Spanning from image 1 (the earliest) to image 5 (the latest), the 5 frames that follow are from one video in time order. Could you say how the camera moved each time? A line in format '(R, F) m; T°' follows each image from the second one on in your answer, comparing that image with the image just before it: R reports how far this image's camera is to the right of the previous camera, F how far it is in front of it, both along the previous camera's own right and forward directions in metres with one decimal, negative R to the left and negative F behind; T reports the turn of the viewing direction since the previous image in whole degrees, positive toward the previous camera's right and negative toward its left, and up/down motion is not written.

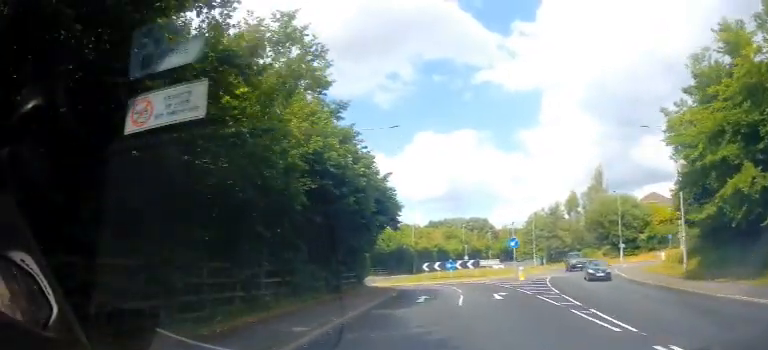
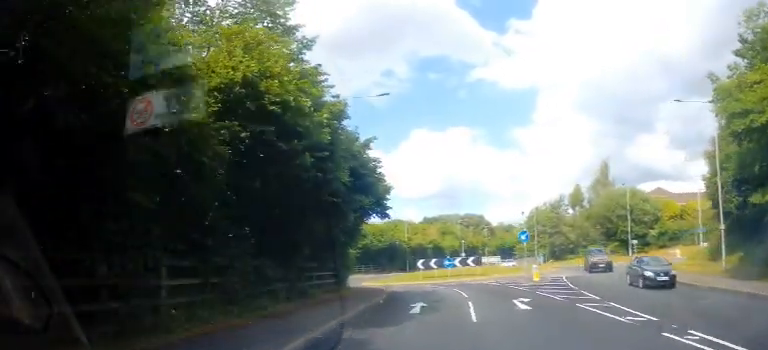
(+0.1, +5.6) m; +1°
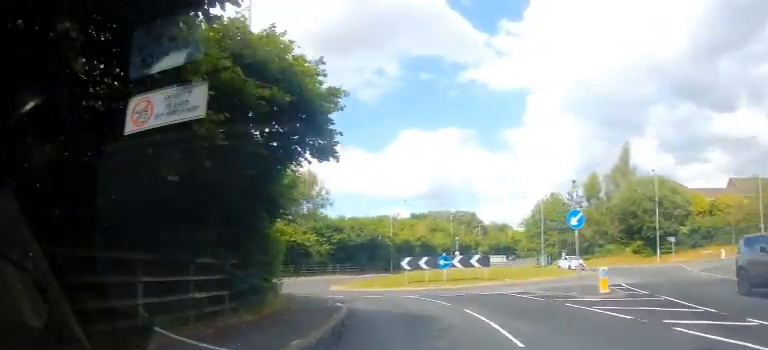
(+0.2, +12.5) m; +2°
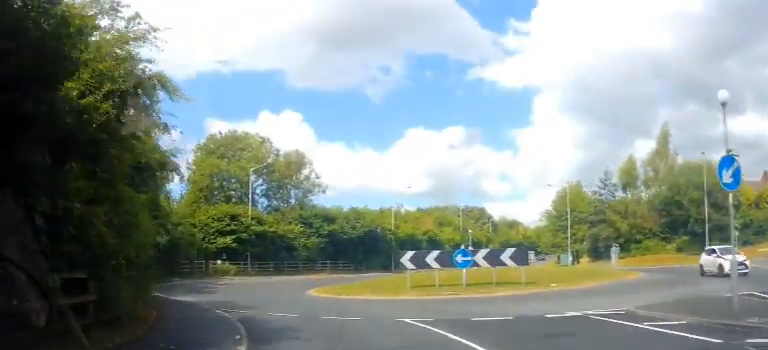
(+0.3, +10.8) m; +1°
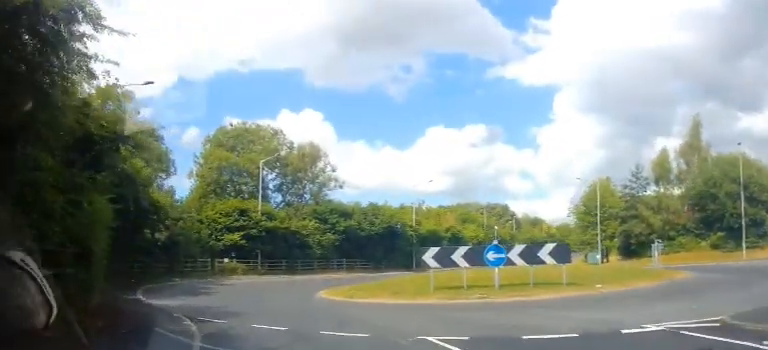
(-0.1, +3.4) m; -4°
